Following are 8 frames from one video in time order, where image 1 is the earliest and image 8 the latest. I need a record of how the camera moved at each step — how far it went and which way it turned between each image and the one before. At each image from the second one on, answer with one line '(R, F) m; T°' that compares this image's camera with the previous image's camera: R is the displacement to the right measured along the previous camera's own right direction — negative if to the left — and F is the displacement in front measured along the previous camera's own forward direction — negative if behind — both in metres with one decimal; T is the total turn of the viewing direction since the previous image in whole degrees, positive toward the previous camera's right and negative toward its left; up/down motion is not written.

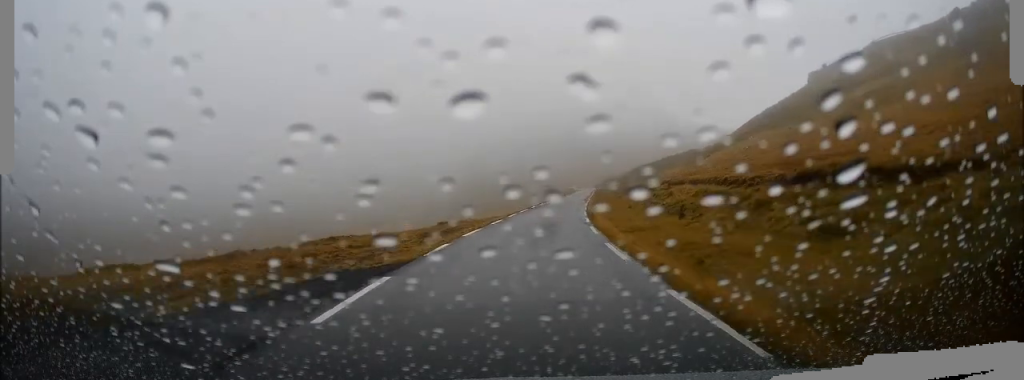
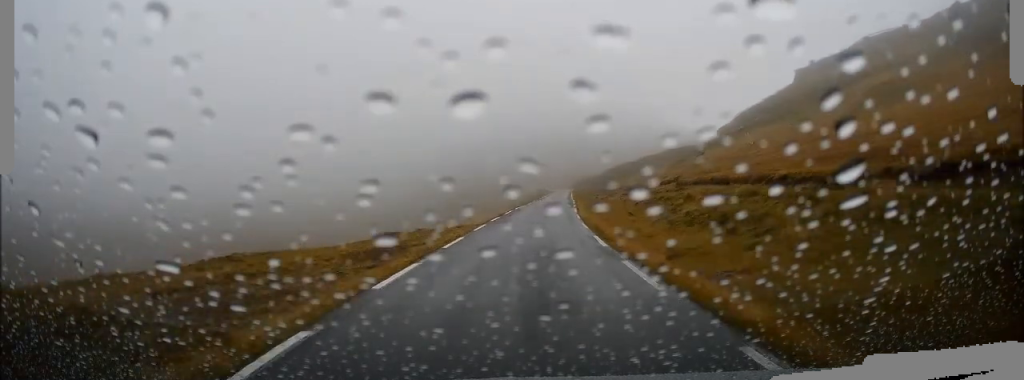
(+0.4, +9.0) m; +5°
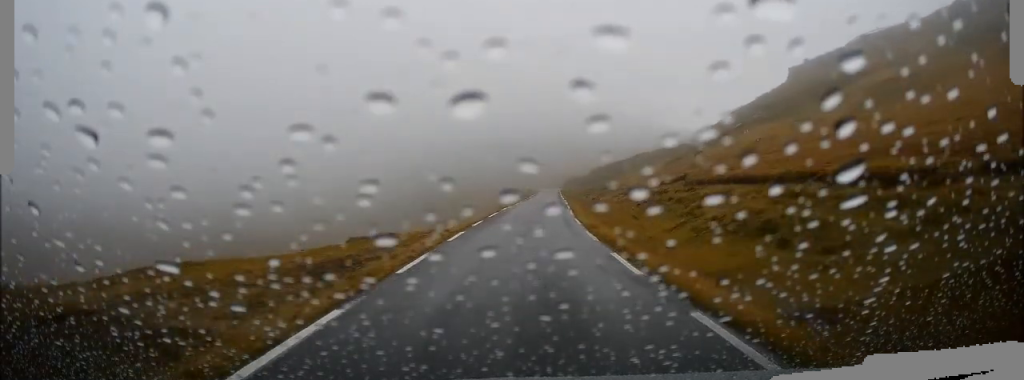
(+0.3, +4.5) m; +2°
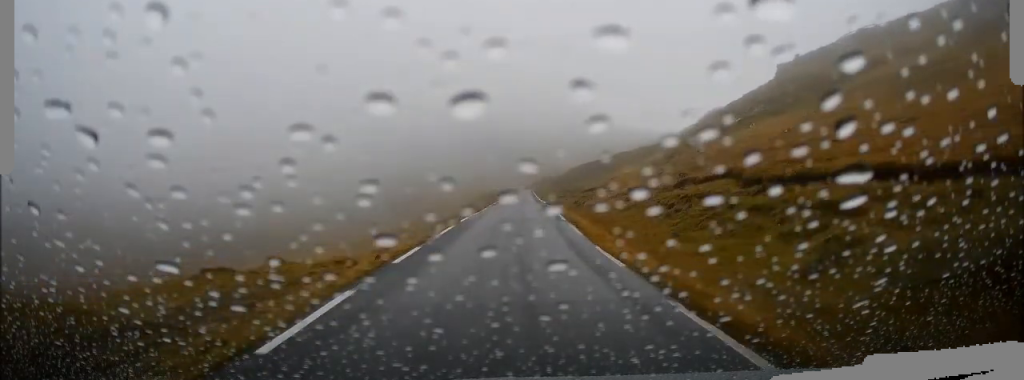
(-0.1, +11.0) m; +2°
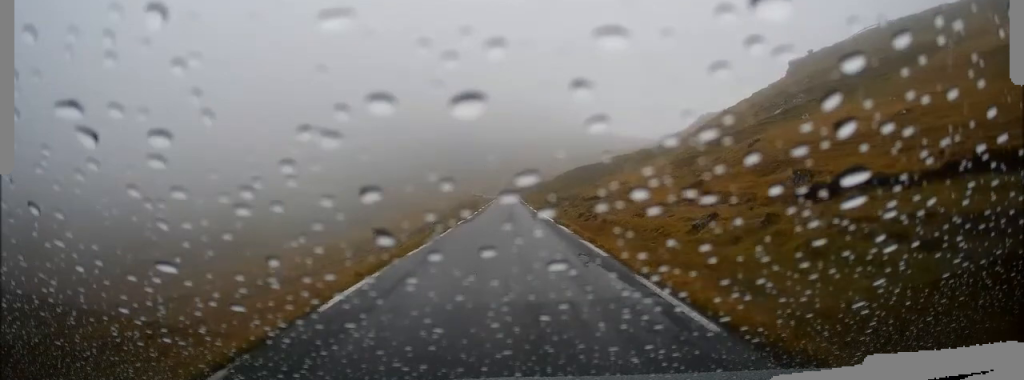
(+1.5, +15.6) m; +7°
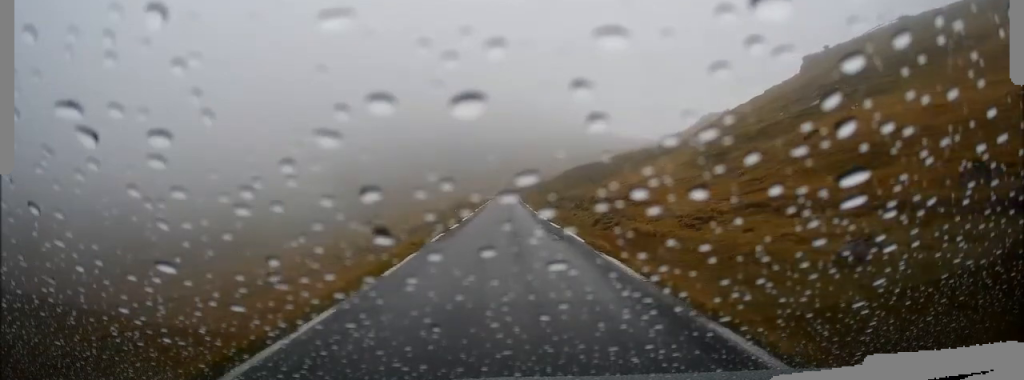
(0.0, +8.6) m; +1°
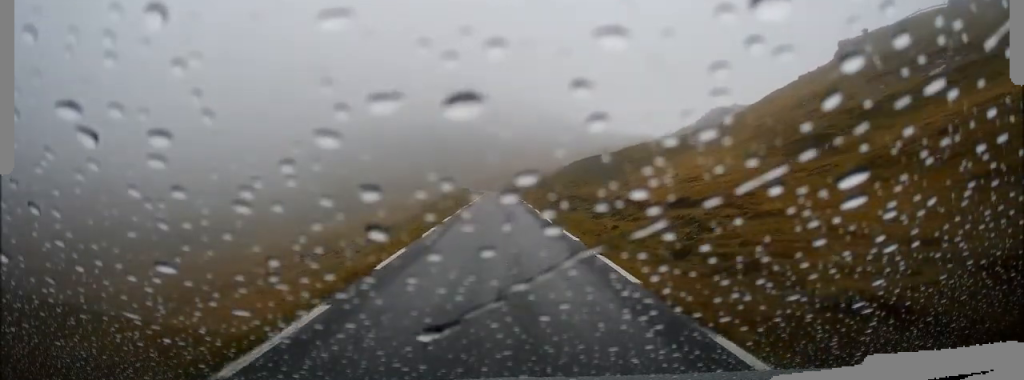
(+0.2, +18.3) m; 0°
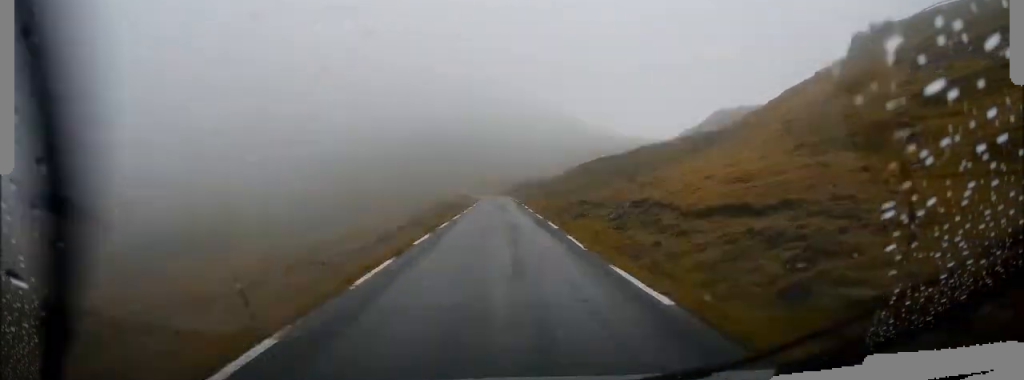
(-0.3, +7.4) m; 0°
